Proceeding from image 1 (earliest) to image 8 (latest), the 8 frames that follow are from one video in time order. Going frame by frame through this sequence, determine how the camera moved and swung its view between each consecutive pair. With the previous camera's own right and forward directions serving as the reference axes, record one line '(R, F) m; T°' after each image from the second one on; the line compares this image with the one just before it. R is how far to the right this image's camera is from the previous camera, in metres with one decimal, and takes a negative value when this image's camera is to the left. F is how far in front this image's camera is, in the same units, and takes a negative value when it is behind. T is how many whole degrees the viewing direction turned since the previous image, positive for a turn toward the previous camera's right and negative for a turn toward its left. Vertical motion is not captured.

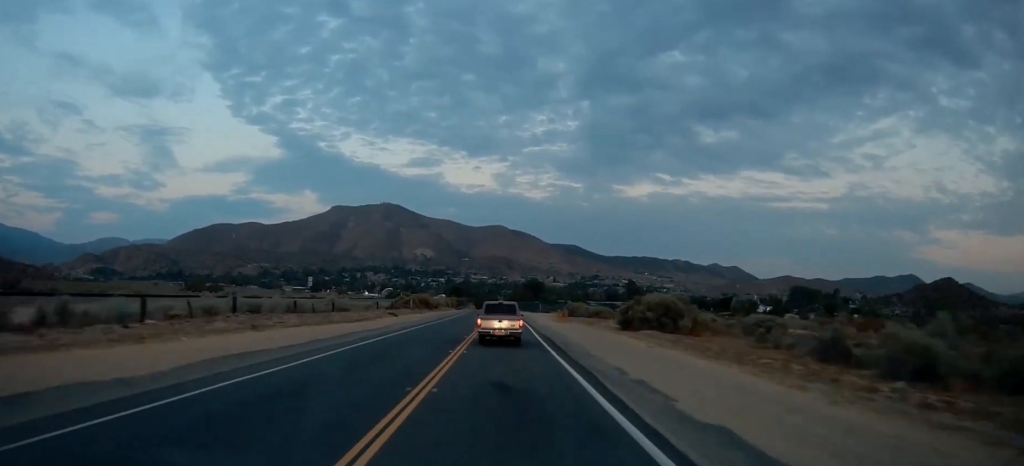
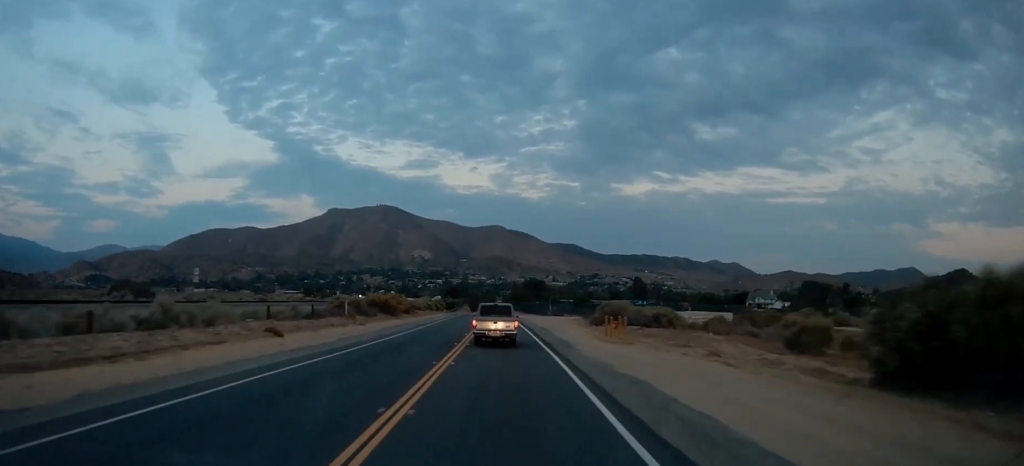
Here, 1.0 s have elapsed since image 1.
(+0.2, +25.6) m; 0°
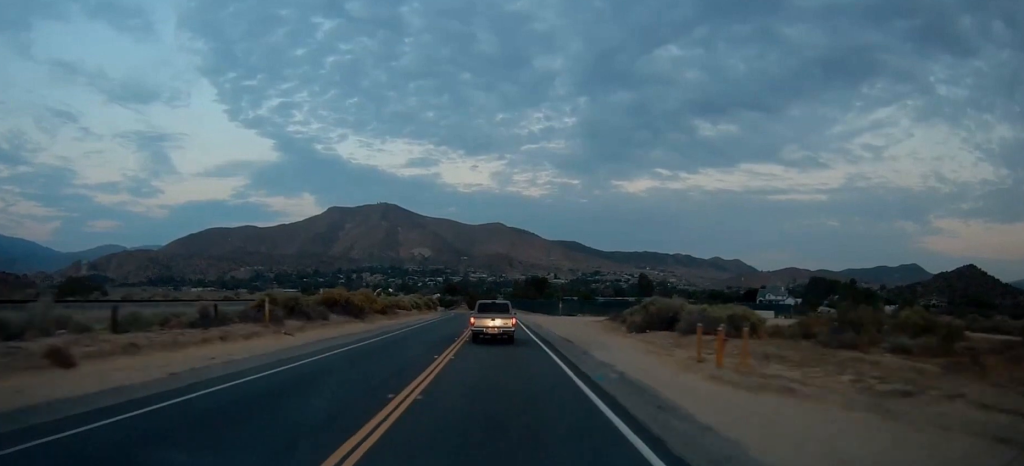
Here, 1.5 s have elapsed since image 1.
(0.0, +13.3) m; 0°
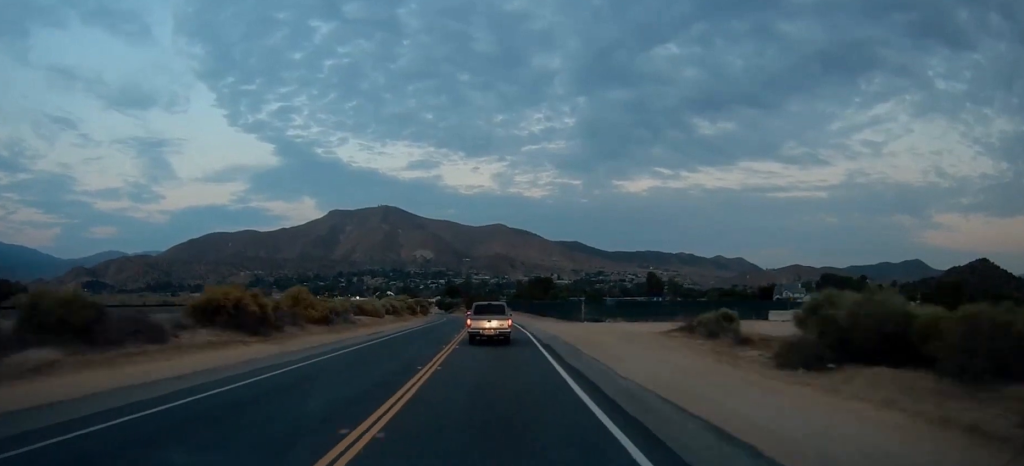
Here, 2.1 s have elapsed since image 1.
(0.0, +17.7) m; 0°
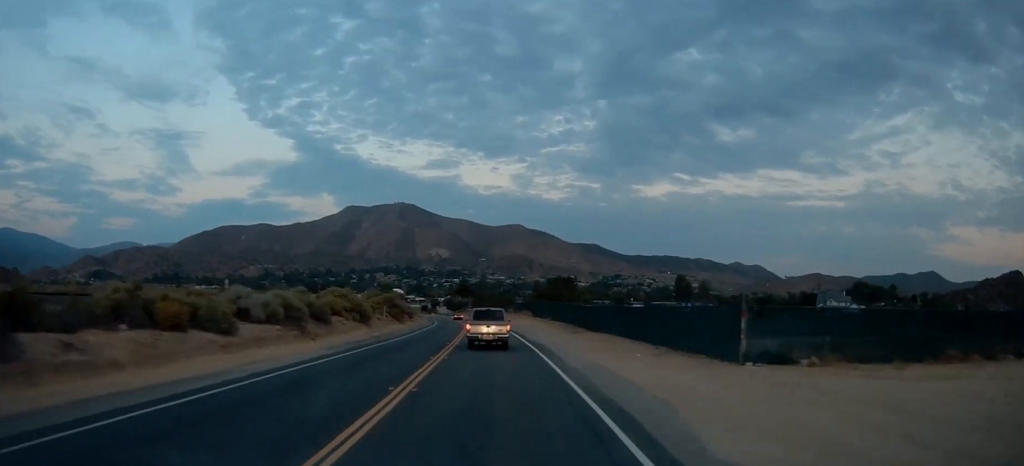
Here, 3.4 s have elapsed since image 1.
(-0.3, +32.4) m; -2°
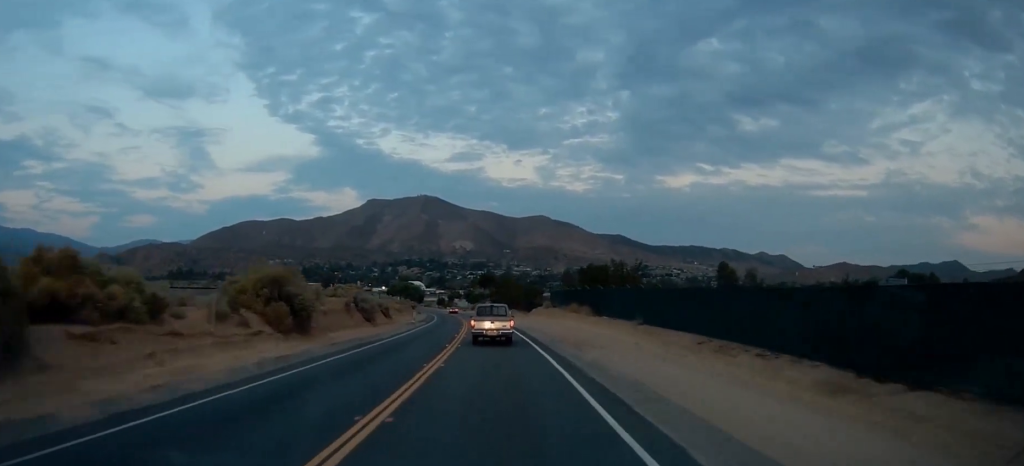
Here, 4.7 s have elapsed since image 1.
(-0.7, +34.1) m; -2°
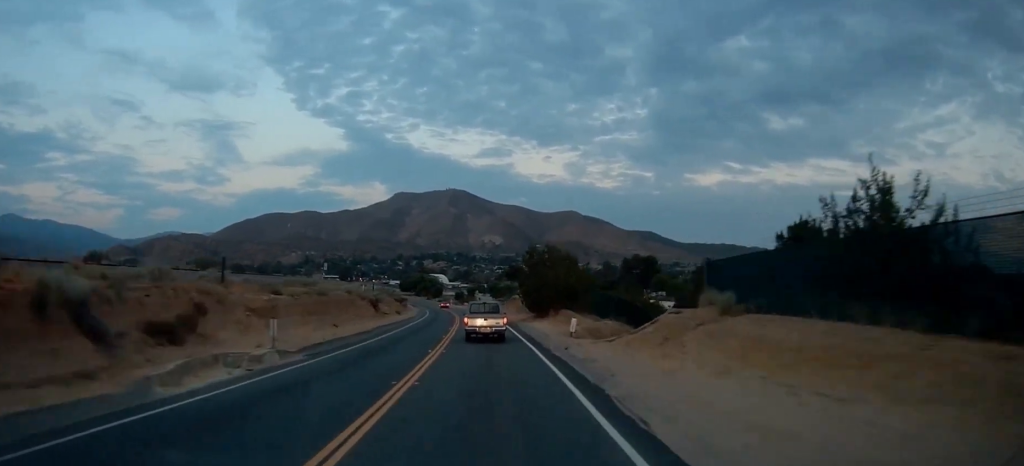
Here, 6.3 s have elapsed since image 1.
(-0.7, +42.2) m; -3°
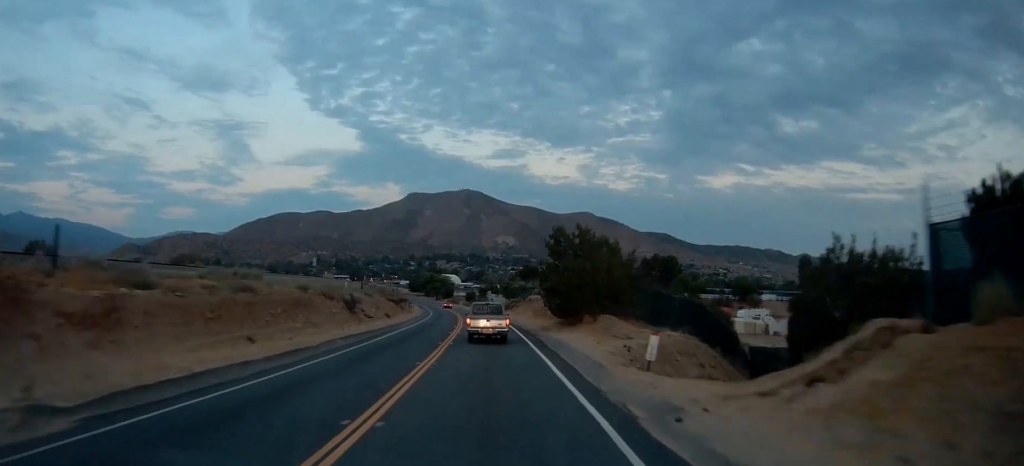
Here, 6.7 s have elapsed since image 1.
(-0.1, +11.5) m; -1°
